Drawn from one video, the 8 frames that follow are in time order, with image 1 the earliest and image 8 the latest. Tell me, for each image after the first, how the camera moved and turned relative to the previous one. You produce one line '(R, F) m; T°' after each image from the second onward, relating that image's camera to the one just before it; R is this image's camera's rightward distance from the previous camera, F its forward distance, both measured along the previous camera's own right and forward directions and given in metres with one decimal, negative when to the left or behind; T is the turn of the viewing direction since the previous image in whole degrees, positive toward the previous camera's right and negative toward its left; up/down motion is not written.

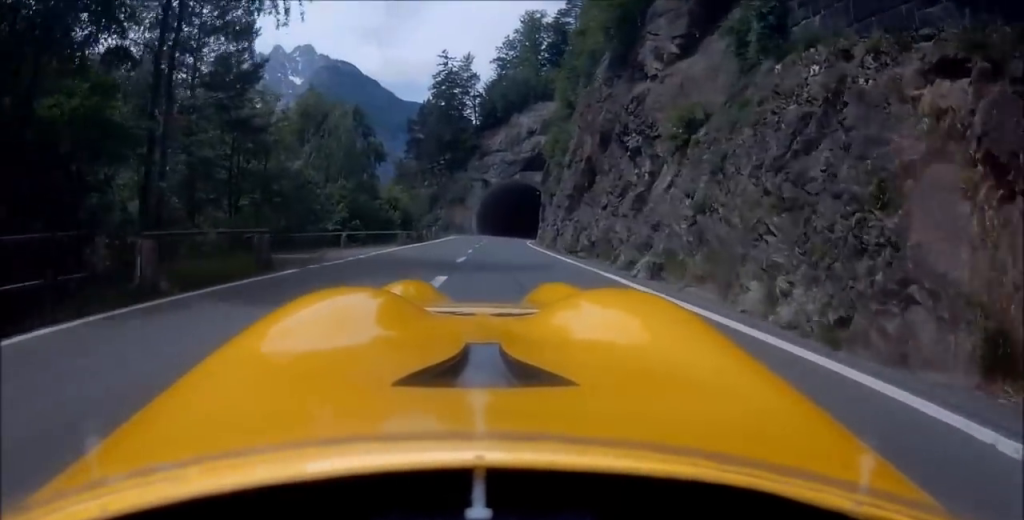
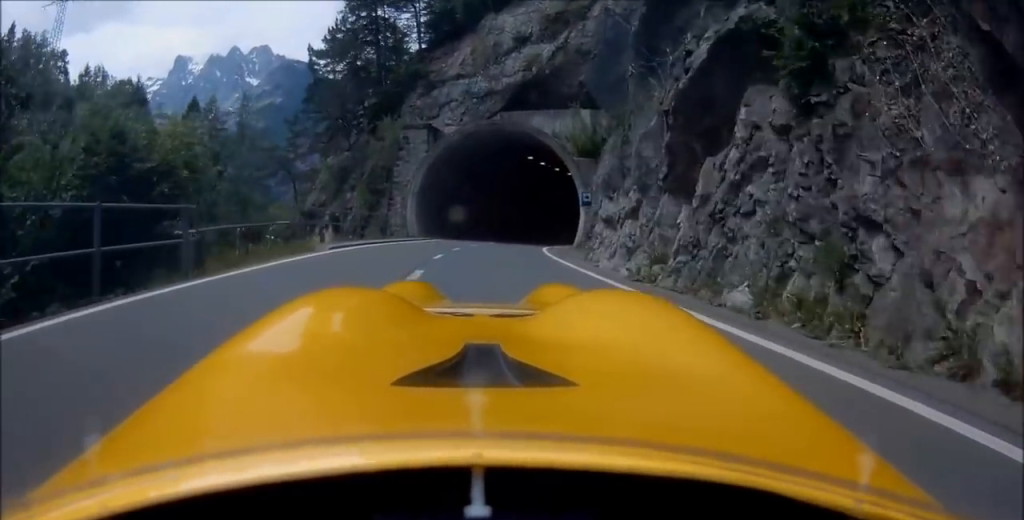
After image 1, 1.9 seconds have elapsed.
(-0.1, +34.5) m; +1°
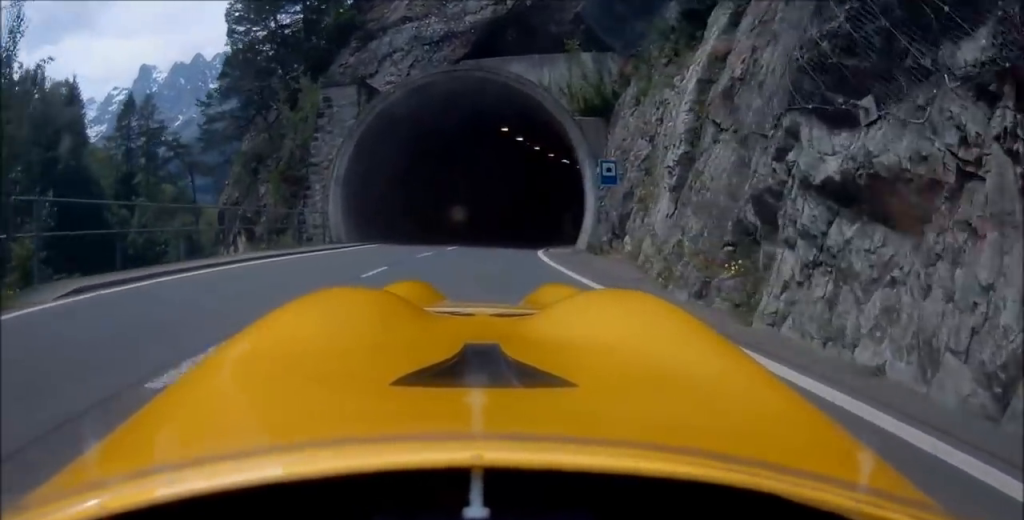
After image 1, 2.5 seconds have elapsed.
(+0.2, +11.0) m; 0°
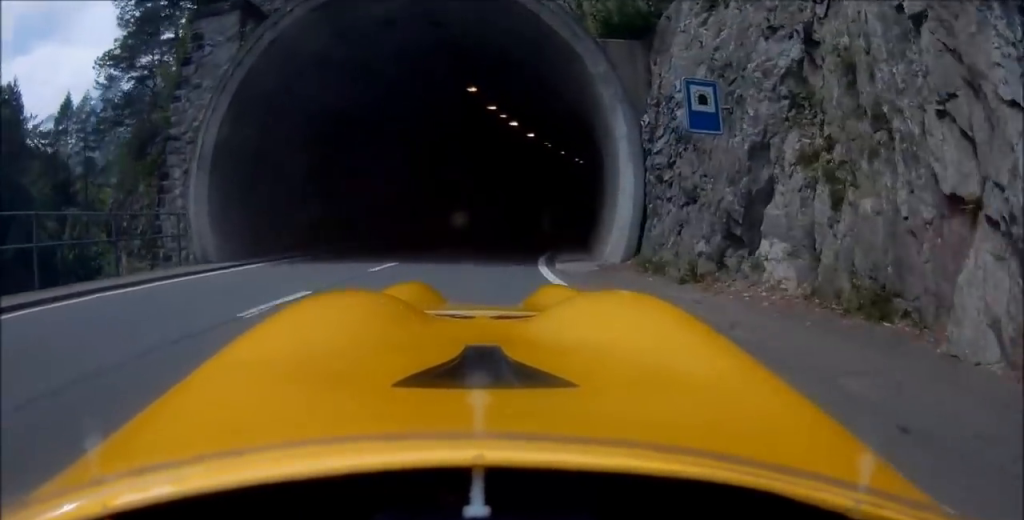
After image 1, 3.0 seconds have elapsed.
(-0.1, +9.5) m; -1°
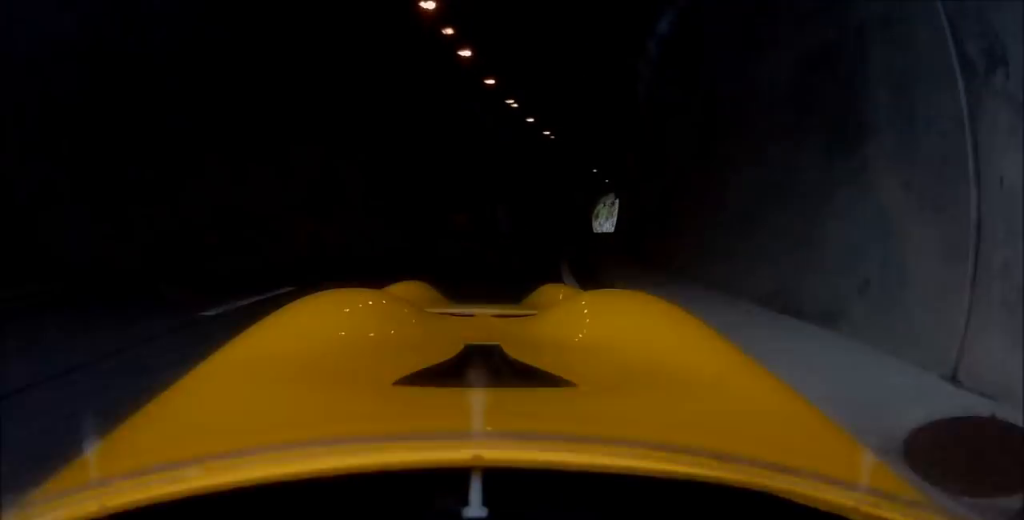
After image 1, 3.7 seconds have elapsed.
(-0.2, +12.5) m; -1°
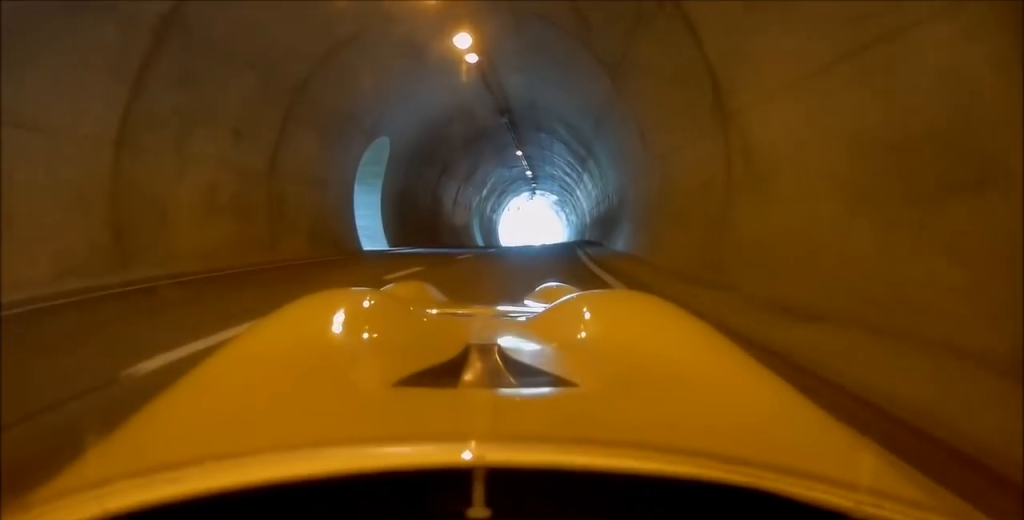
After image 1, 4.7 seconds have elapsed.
(-0.3, +18.9) m; 0°
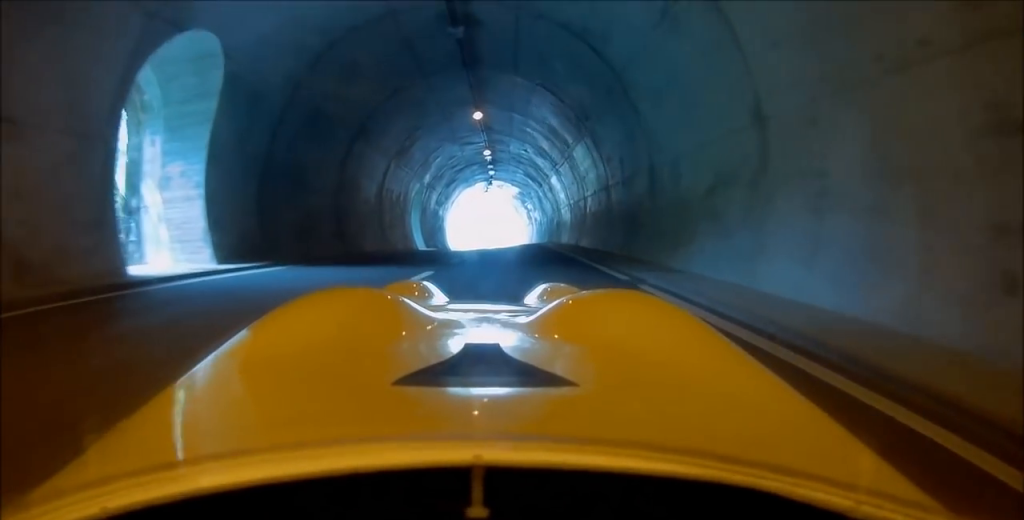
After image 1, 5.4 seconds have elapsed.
(0.0, +12.8) m; +1°
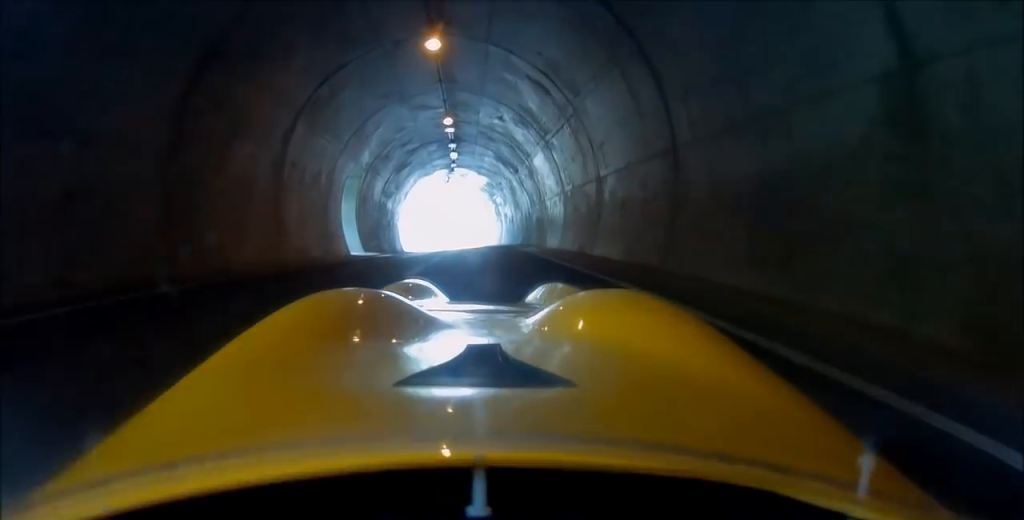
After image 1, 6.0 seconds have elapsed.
(+0.2, +10.2) m; 0°
